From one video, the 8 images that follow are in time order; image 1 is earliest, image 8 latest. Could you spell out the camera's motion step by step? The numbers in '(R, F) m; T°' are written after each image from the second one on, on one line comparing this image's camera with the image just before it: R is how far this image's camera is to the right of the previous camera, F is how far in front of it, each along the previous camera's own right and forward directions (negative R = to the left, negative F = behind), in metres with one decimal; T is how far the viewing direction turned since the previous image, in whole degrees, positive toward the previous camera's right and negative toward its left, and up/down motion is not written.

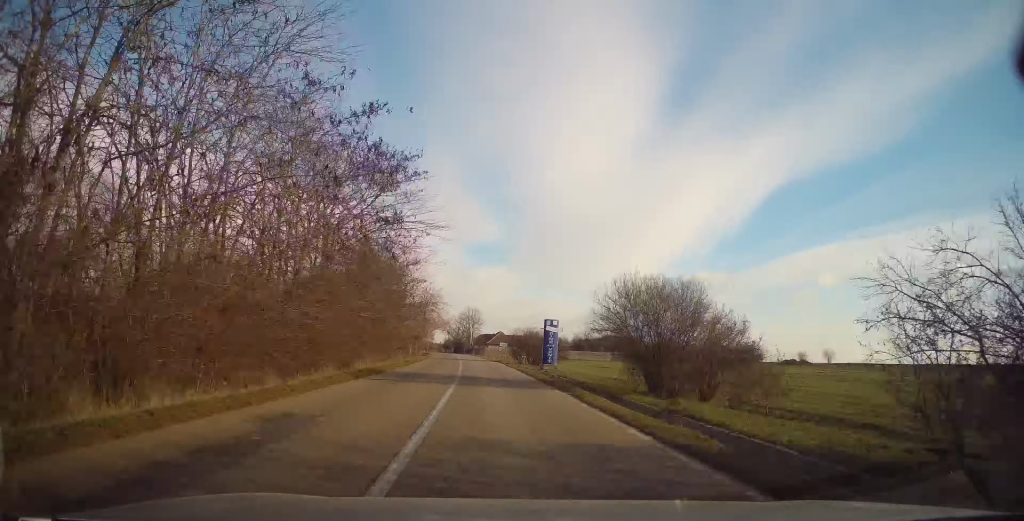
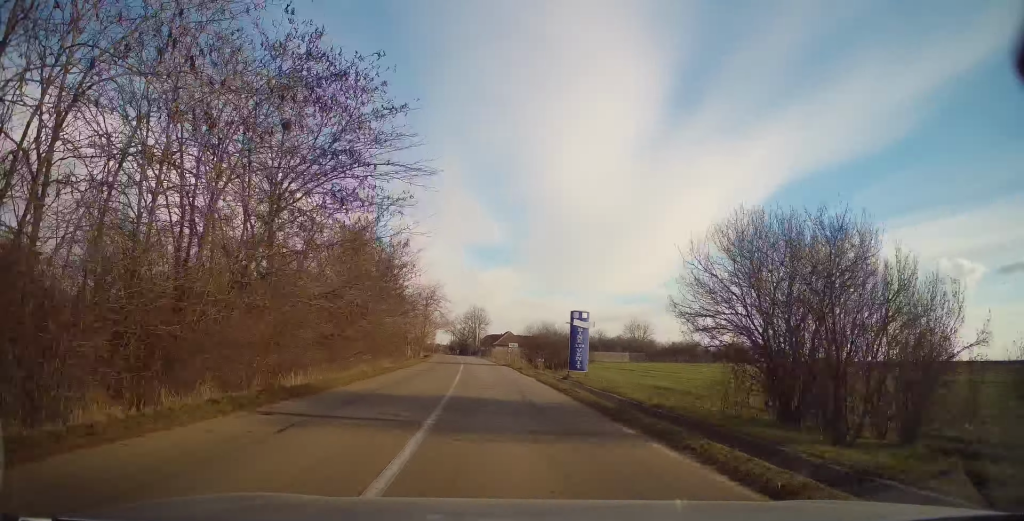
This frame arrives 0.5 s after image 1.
(0.0, +9.4) m; -1°
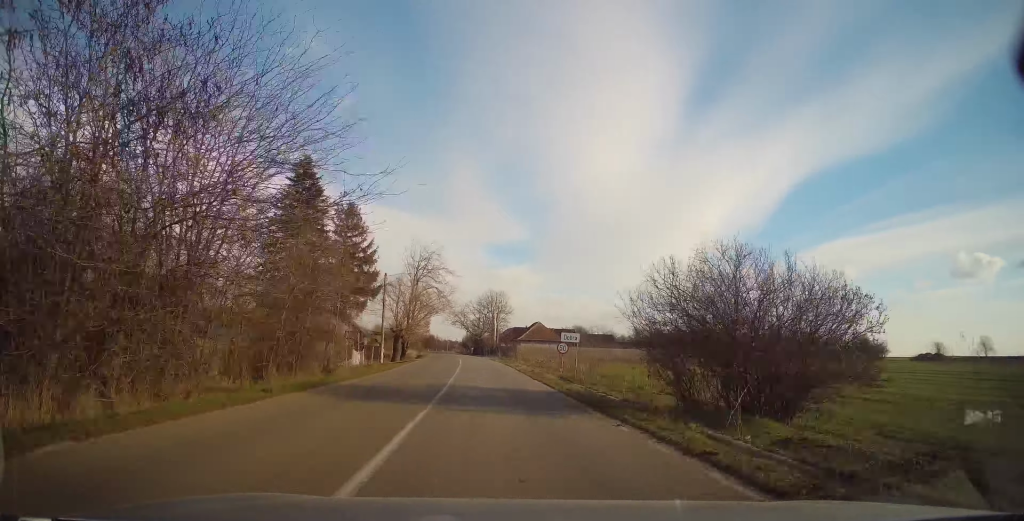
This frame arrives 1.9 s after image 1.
(-0.7, +30.9) m; -2°
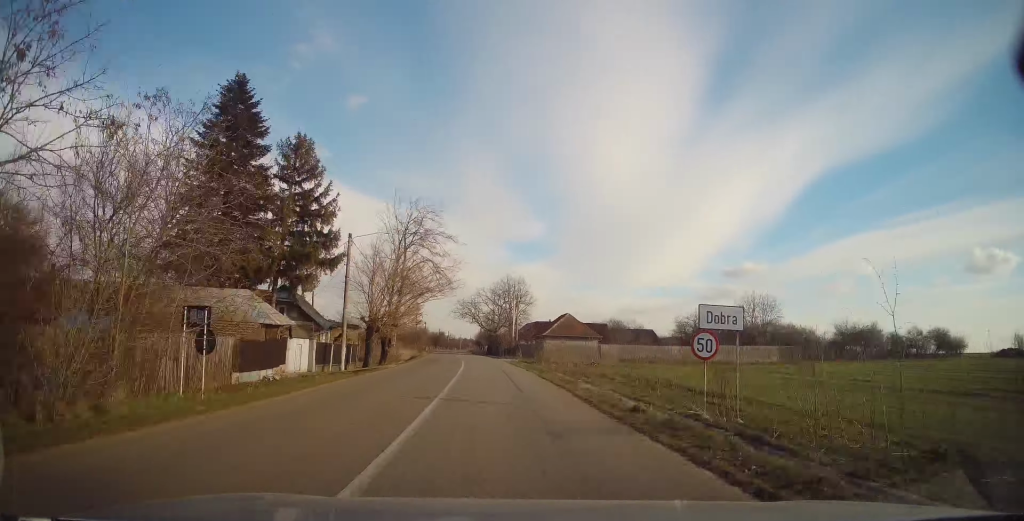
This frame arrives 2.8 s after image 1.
(0.0, +16.9) m; -1°
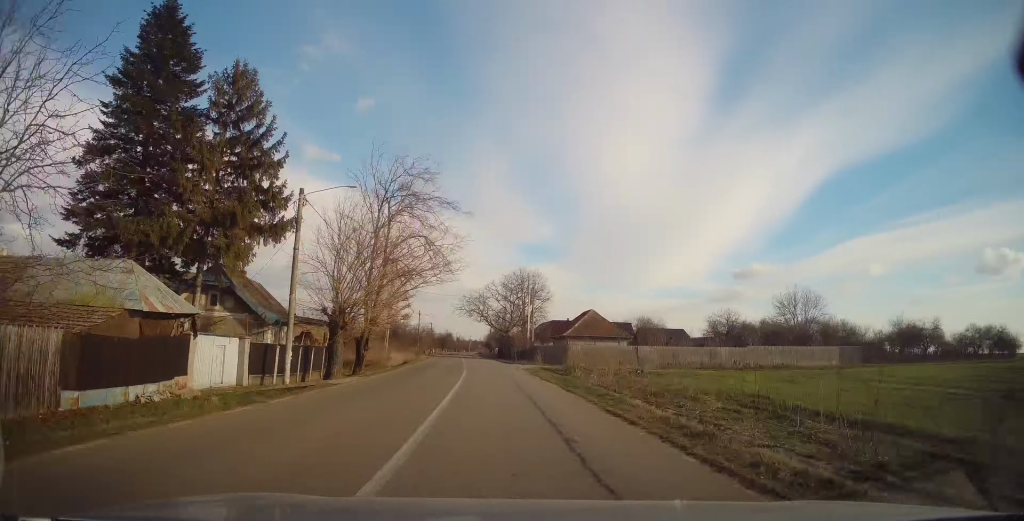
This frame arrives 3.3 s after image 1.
(-0.2, +10.1) m; -1°
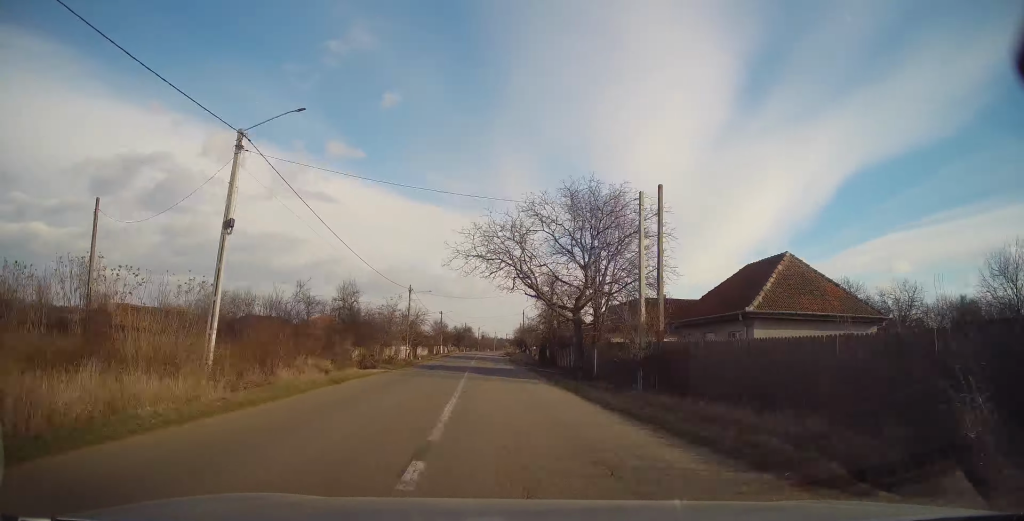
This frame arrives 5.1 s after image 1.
(-0.8, +37.4) m; -3°
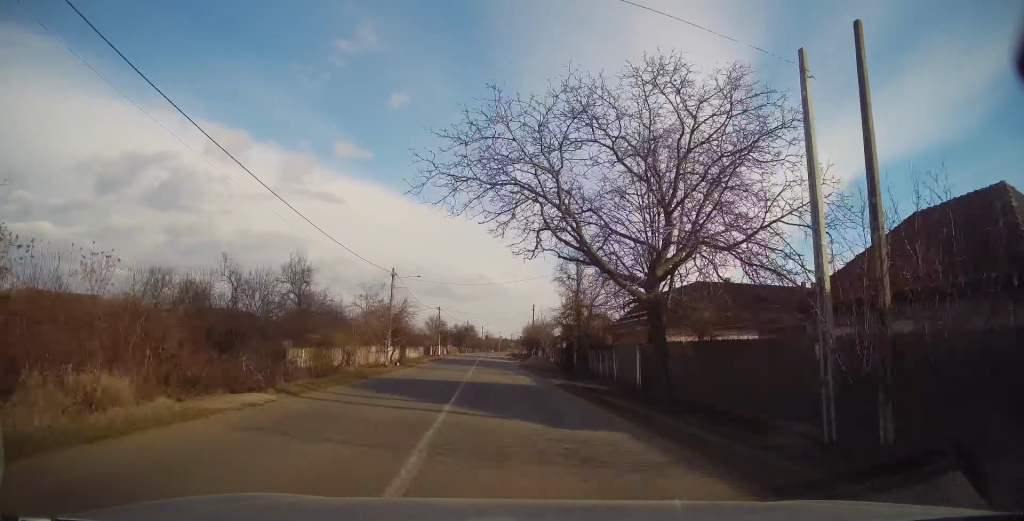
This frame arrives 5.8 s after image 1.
(-0.2, +12.7) m; -1°
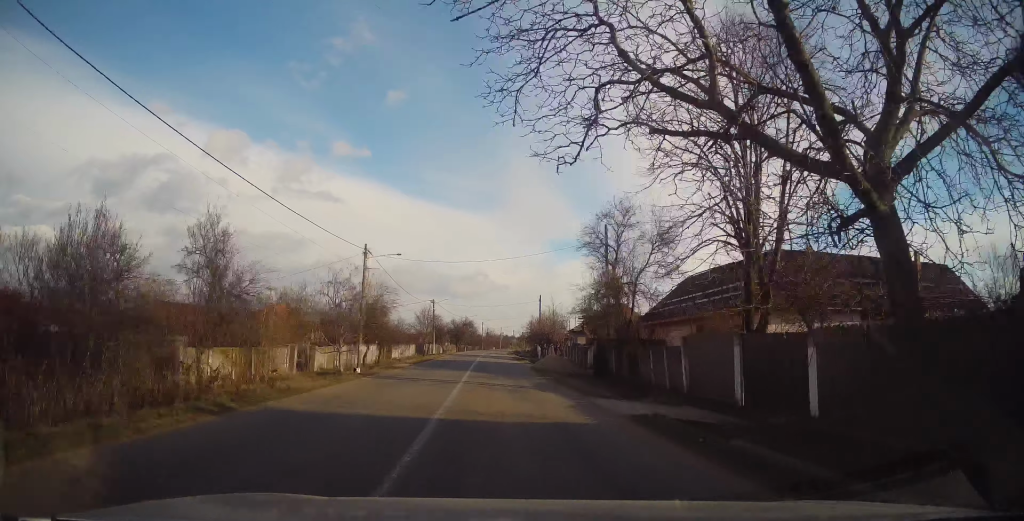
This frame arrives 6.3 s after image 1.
(0.0, +10.5) m; 0°
